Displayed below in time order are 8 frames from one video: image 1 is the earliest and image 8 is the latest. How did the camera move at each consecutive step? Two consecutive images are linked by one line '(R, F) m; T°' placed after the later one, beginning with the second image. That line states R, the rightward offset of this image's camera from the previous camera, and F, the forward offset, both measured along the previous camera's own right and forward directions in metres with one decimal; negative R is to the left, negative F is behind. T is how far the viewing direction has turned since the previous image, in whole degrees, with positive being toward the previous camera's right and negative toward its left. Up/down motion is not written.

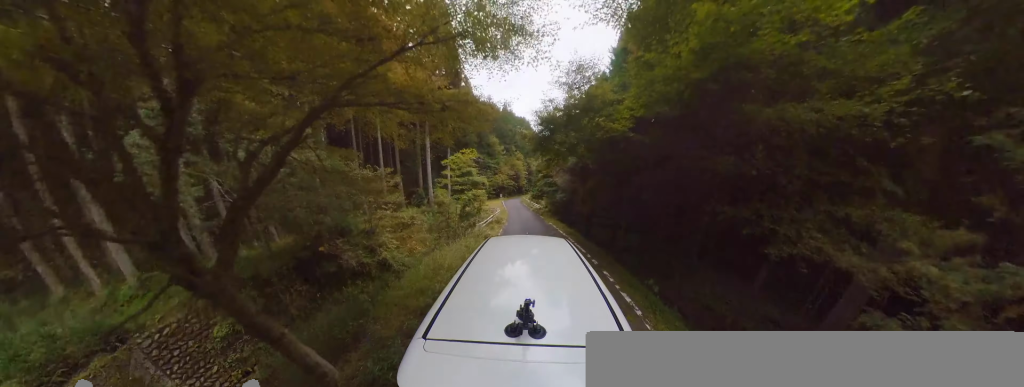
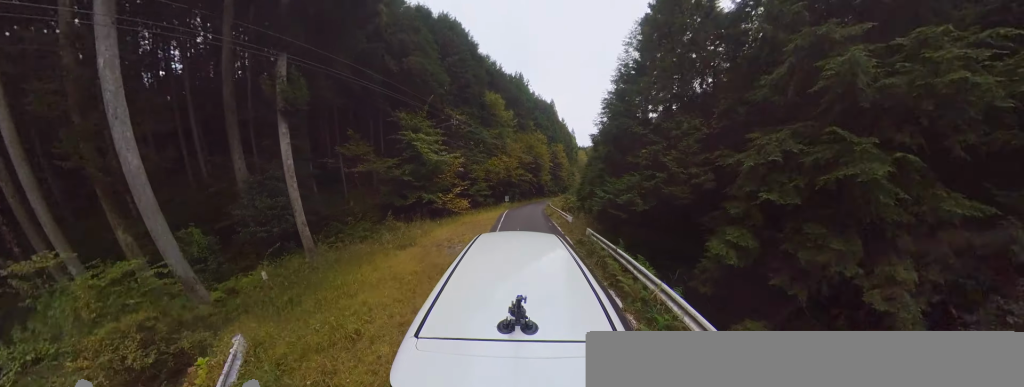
(-0.3, +22.7) m; +10°
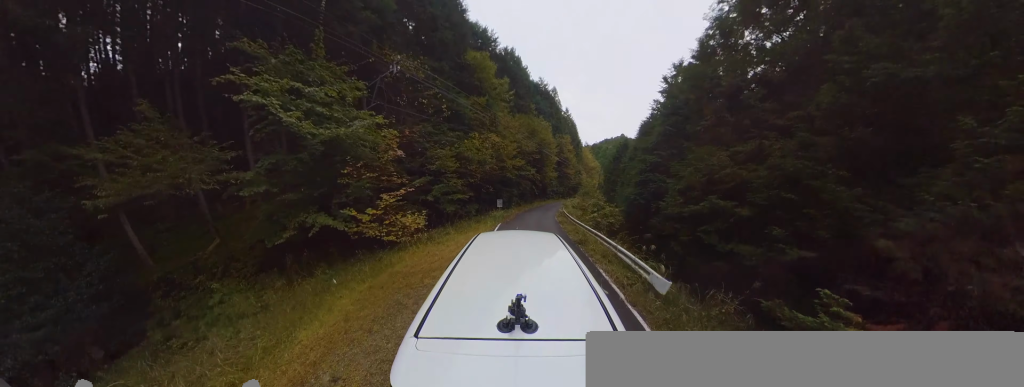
(+0.9, +8.5) m; +14°
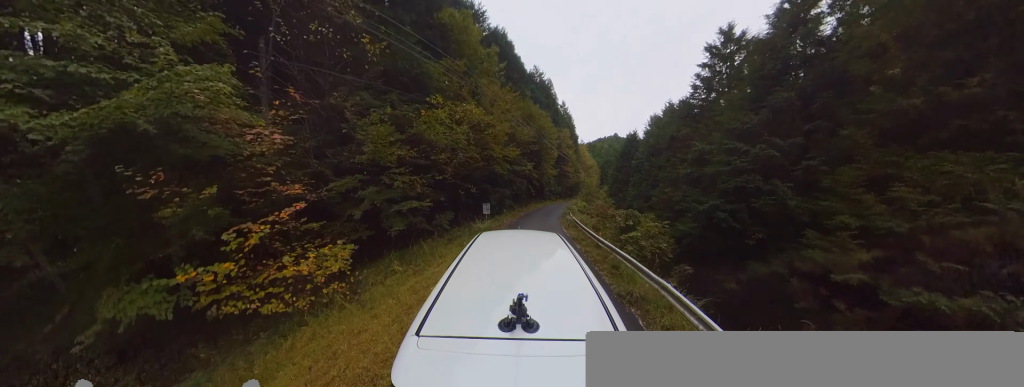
(-0.4, +4.8) m; +8°
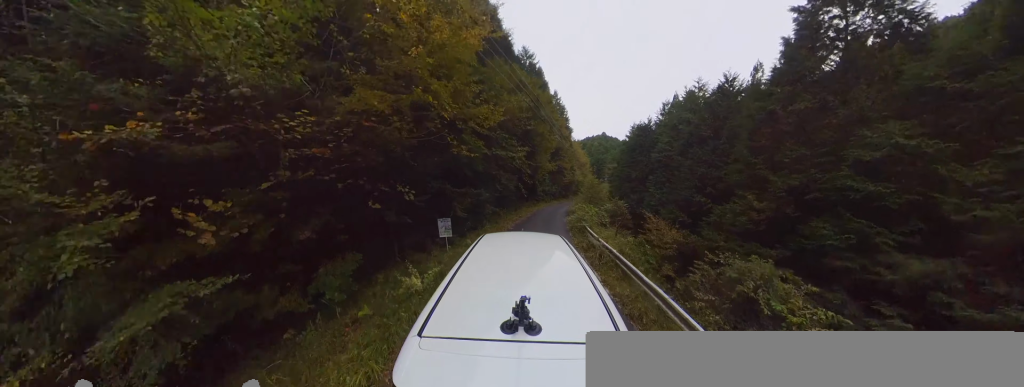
(+1.6, +6.0) m; +4°
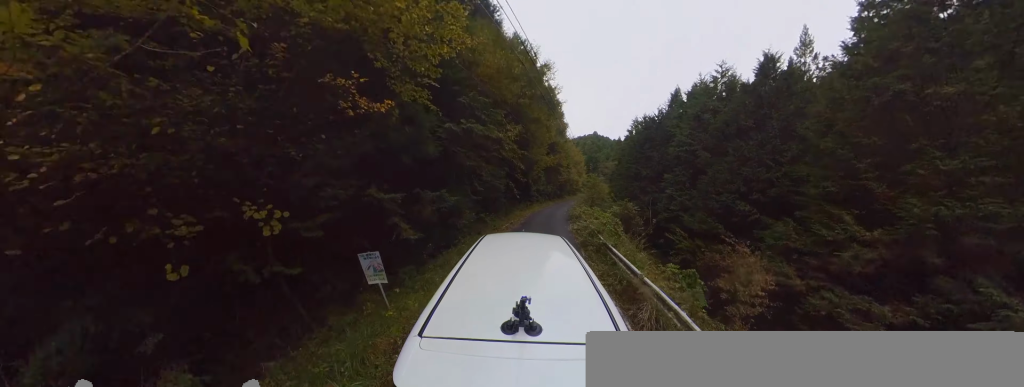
(+0.3, +3.6) m; +2°
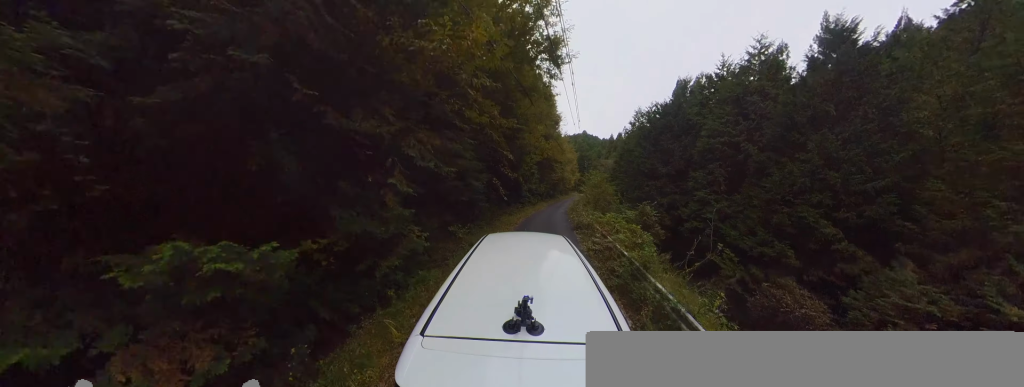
(-0.6, +4.0) m; +2°
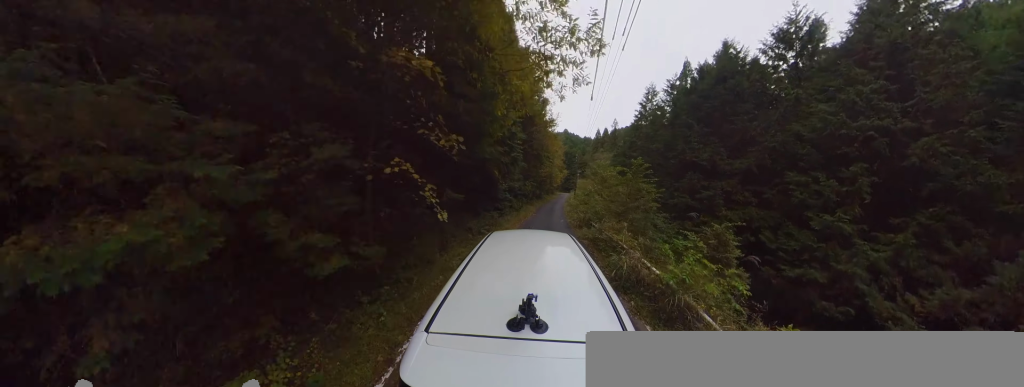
(+0.3, +7.6) m; +1°
